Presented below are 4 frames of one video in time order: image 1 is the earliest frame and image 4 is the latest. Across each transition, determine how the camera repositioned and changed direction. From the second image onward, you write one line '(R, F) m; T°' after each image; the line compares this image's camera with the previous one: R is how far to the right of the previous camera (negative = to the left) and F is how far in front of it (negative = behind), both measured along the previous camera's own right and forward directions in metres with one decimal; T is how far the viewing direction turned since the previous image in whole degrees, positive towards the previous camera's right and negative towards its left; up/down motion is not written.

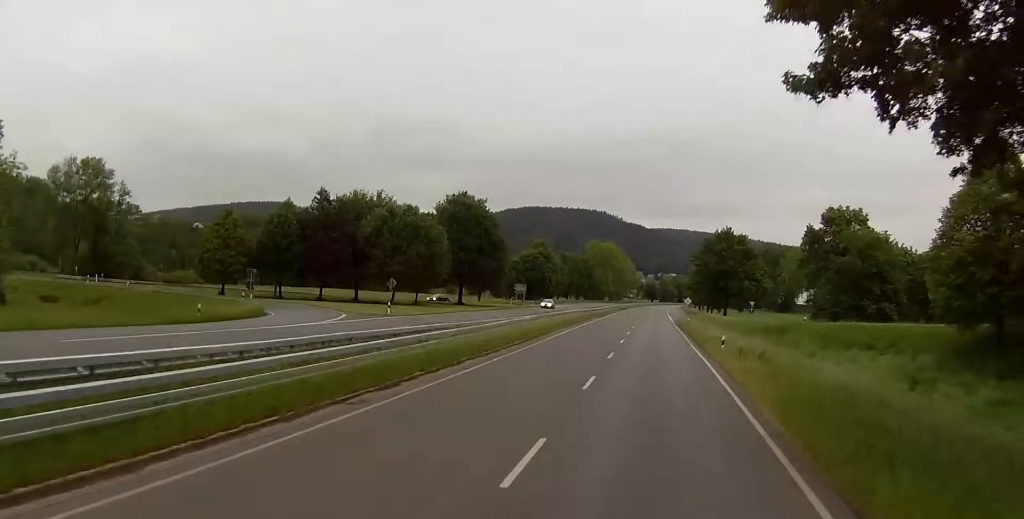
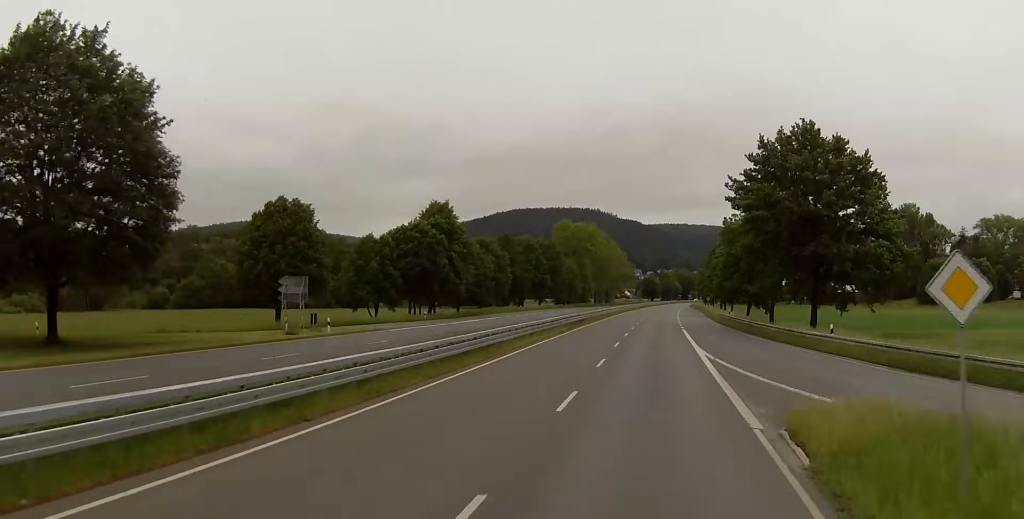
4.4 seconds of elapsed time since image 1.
(+2.0, +89.2) m; +3°
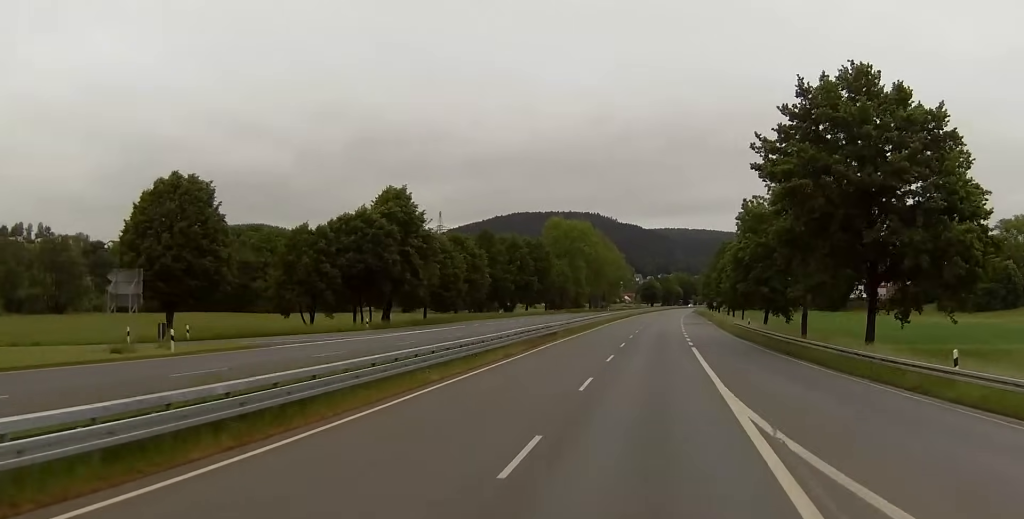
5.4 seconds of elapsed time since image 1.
(+0.2, +18.8) m; +1°
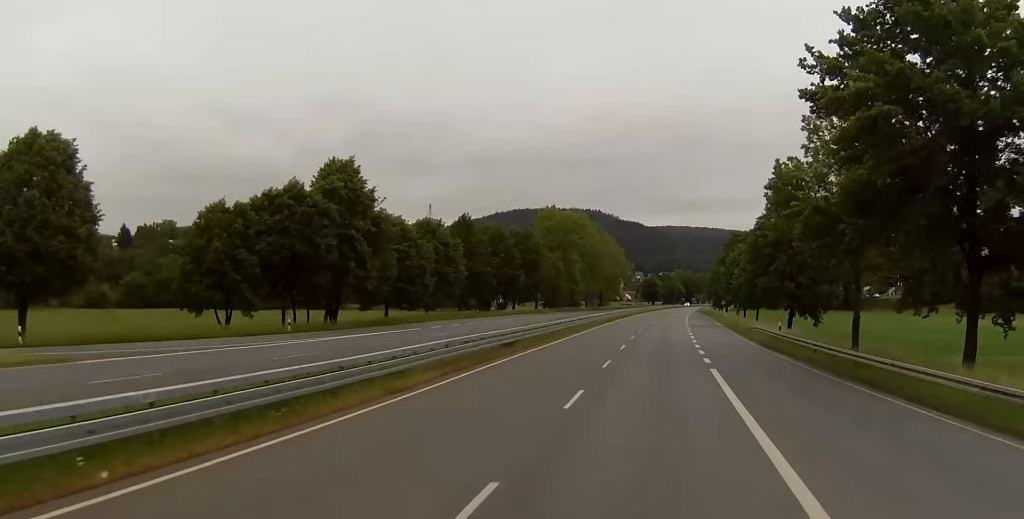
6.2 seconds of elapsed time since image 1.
(0.0, +16.8) m; 0°
